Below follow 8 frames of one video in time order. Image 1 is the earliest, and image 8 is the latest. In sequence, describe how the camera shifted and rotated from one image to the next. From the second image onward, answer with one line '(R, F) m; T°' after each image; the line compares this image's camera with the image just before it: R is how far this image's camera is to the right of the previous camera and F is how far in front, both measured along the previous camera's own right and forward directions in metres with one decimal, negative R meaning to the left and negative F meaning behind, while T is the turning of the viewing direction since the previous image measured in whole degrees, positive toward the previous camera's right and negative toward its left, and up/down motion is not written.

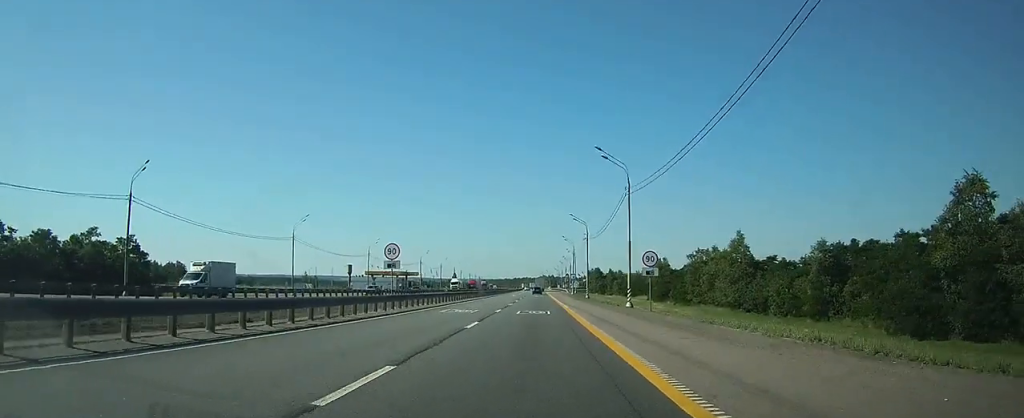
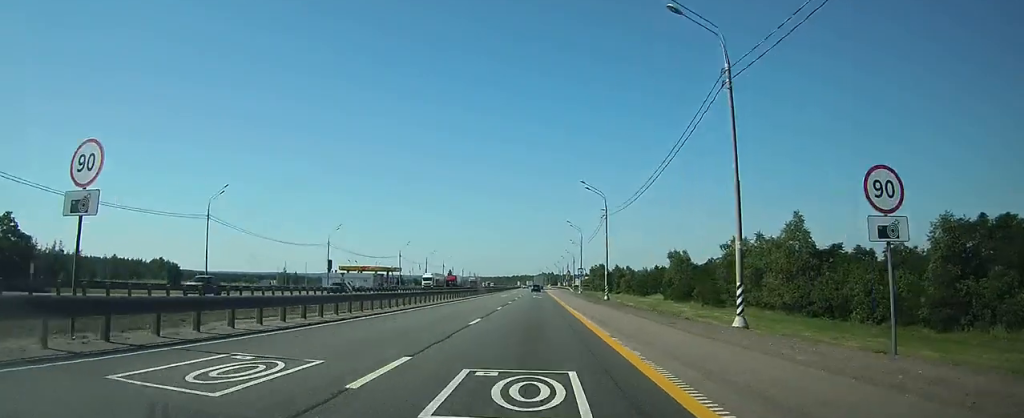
(-0.1, +23.0) m; 0°
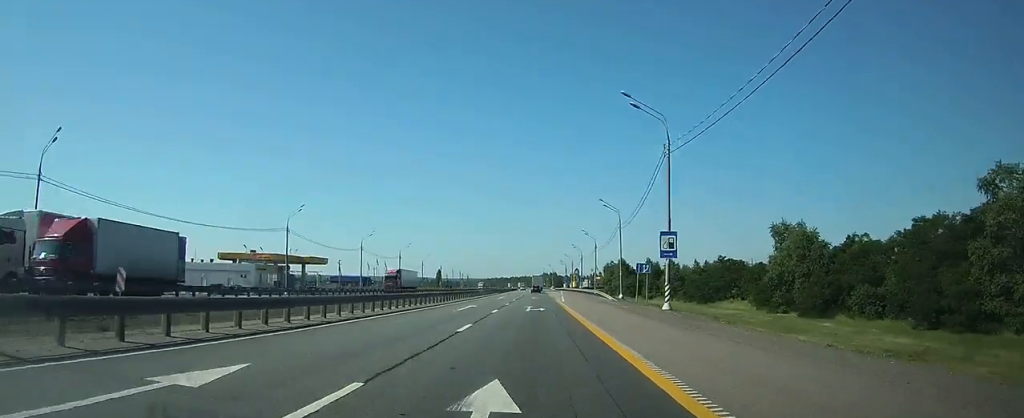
(-0.4, +62.7) m; 0°
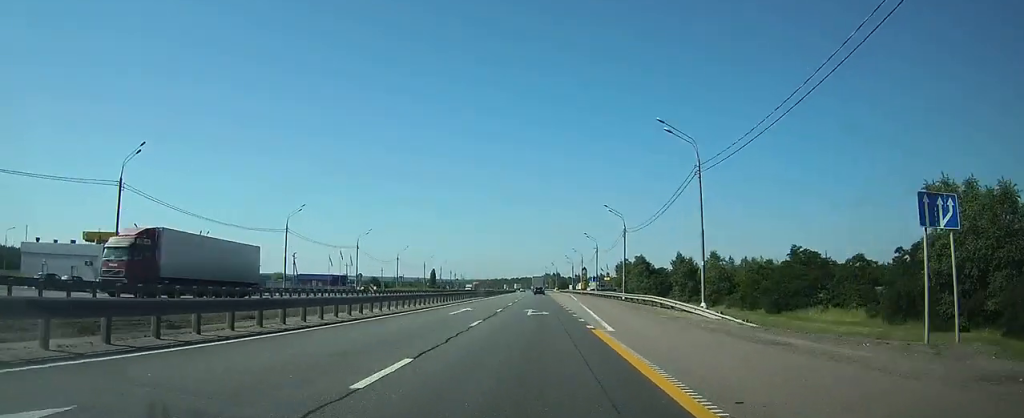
(0.0, +33.3) m; 0°
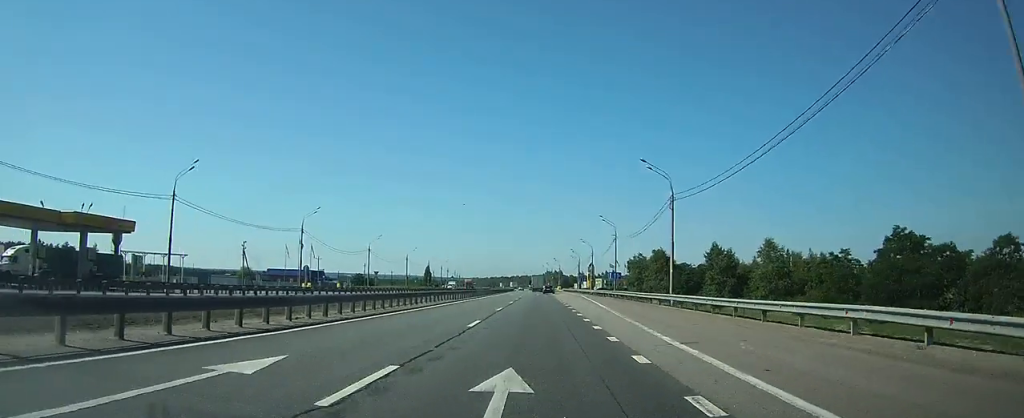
(0.0, +24.9) m; 0°
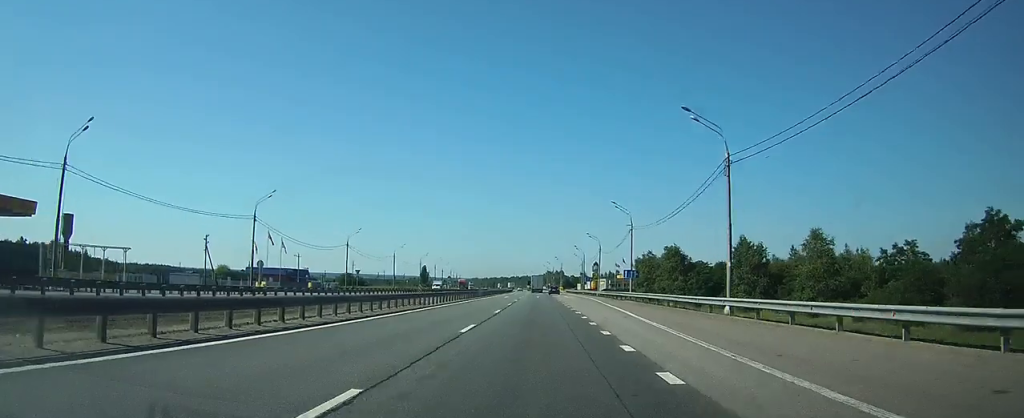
(0.0, +13.8) m; 0°
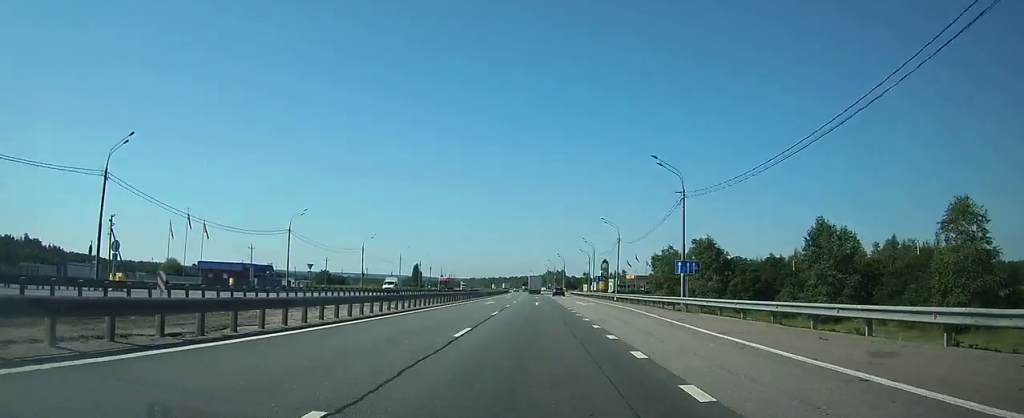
(0.0, +24.9) m; 0°
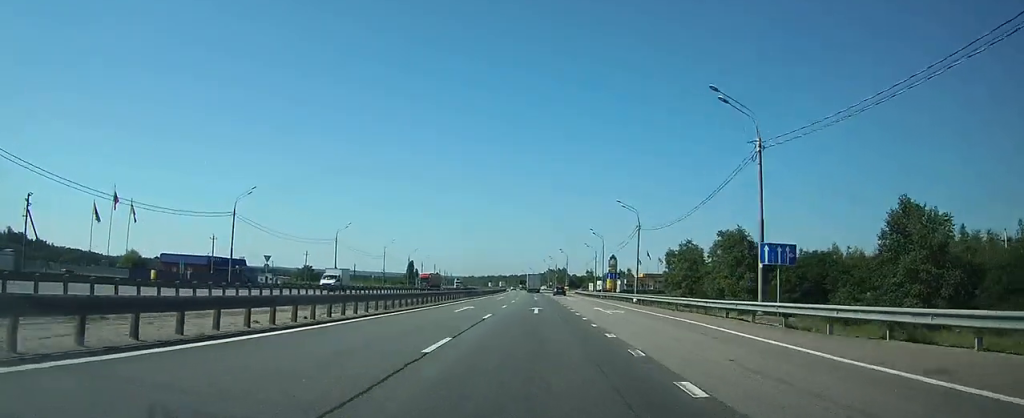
(0.0, +15.7) m; 0°
